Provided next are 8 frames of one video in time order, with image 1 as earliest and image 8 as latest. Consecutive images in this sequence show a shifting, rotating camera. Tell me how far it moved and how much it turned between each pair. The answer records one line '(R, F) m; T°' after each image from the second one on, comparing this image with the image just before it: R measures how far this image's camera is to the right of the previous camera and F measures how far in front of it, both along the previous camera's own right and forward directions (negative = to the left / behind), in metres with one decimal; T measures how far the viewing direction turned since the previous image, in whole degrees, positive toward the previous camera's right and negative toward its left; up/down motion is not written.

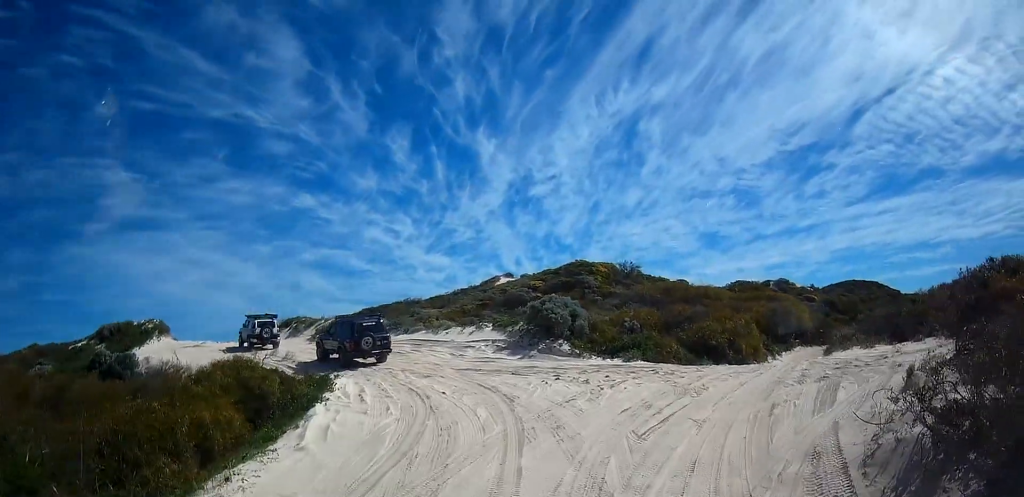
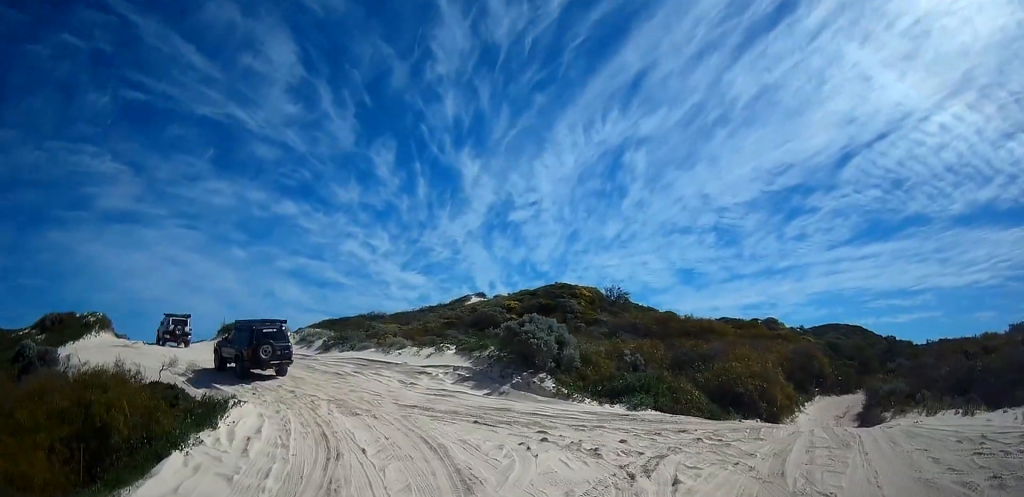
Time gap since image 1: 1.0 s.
(+0.6, +5.4) m; +1°
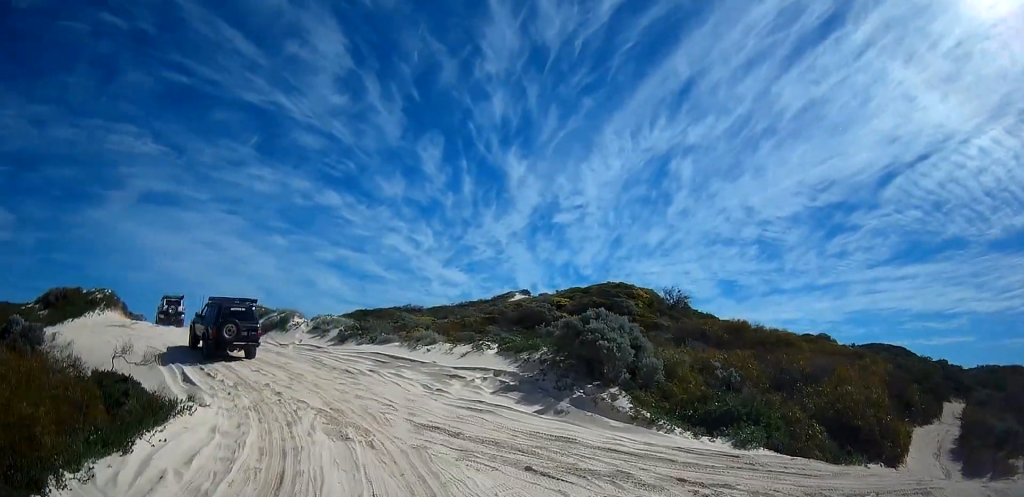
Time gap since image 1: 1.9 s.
(-0.2, +4.3) m; -10°
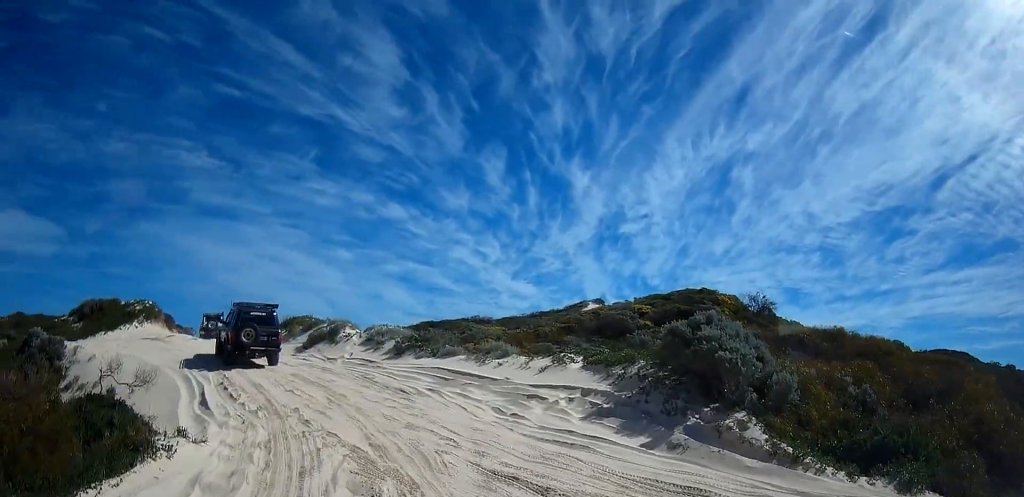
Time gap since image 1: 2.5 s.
(-0.4, +2.9) m; -5°
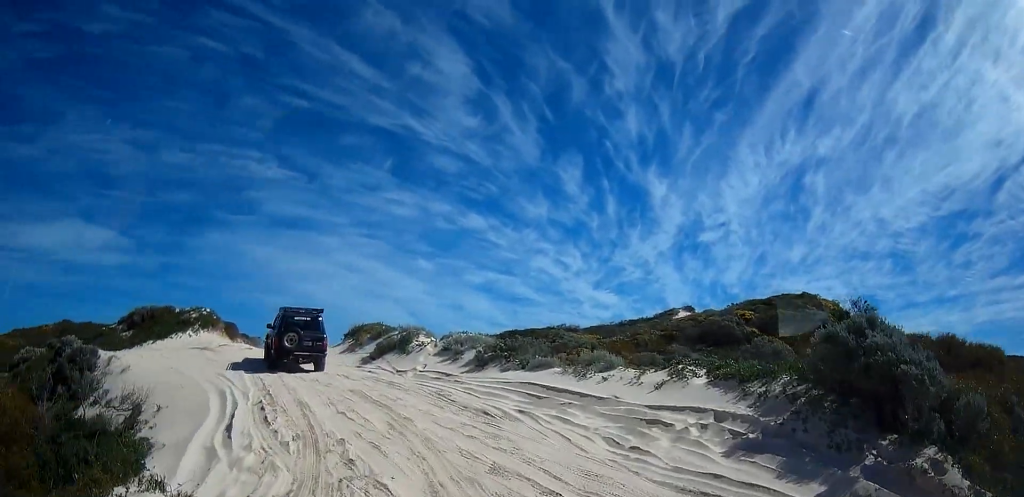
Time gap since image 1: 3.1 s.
(-0.2, +3.0) m; -5°
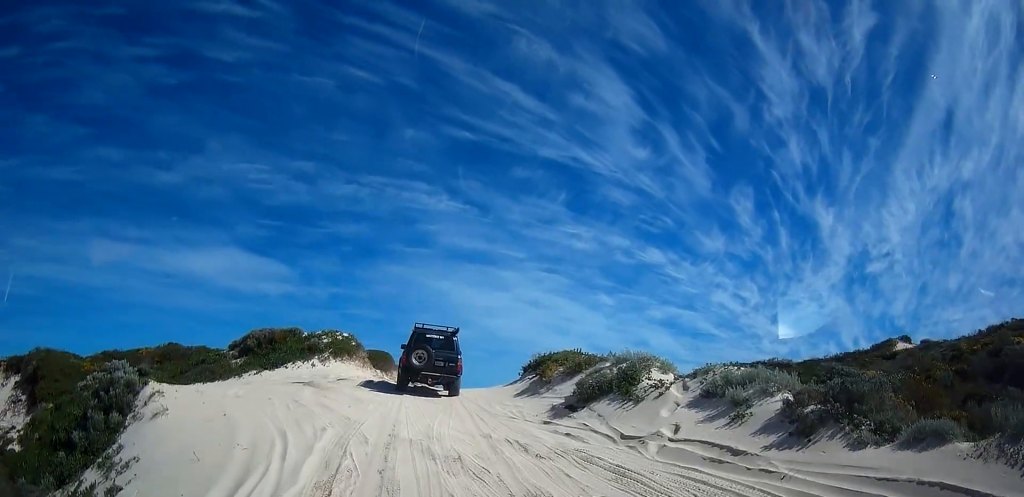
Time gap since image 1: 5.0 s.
(-1.3, +8.6) m; -20°
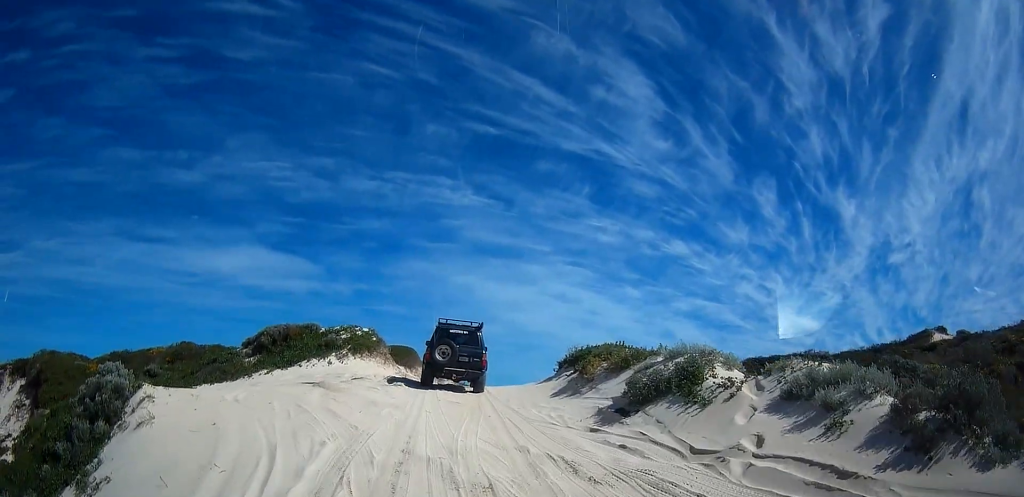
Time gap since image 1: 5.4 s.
(-0.1, +2.0) m; +1°
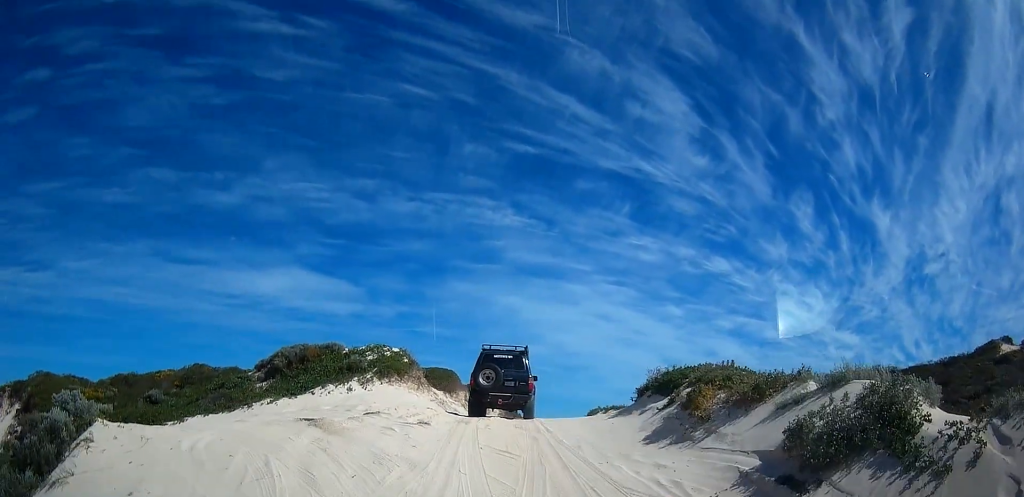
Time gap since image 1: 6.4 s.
(+0.1, +4.4) m; +1°
